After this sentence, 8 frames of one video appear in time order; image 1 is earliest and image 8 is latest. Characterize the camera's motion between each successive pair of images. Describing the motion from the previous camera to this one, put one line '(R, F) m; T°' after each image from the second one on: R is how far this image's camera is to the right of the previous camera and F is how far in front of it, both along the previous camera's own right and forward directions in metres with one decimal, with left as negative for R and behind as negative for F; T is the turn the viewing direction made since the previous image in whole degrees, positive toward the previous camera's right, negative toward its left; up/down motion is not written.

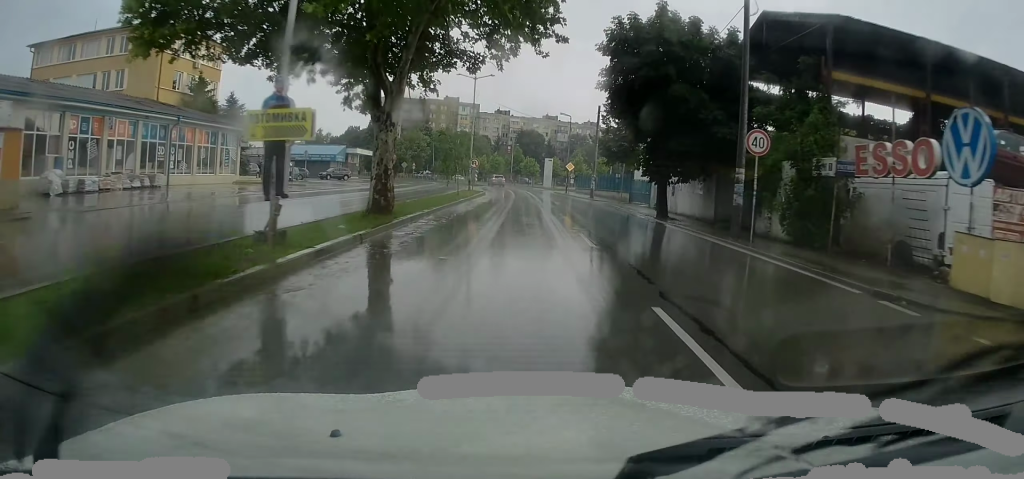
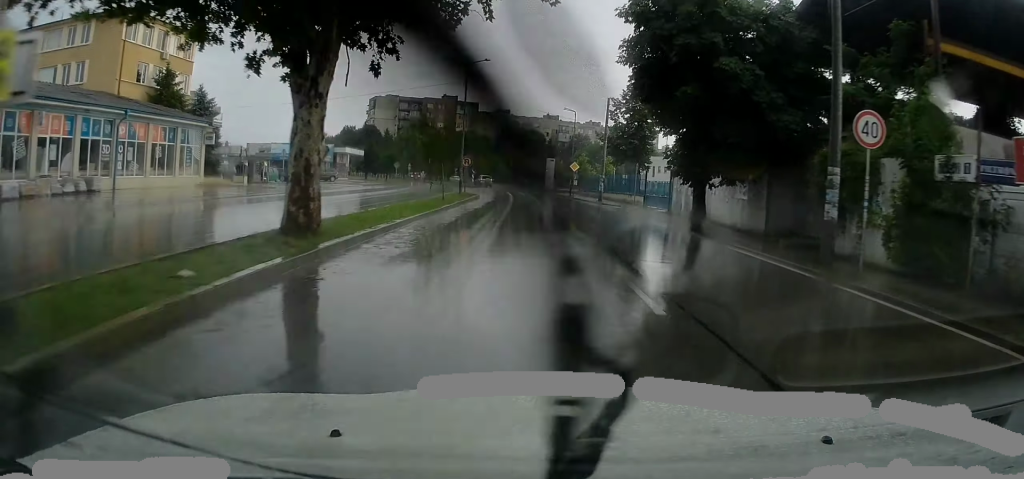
(0.0, +6.2) m; 0°
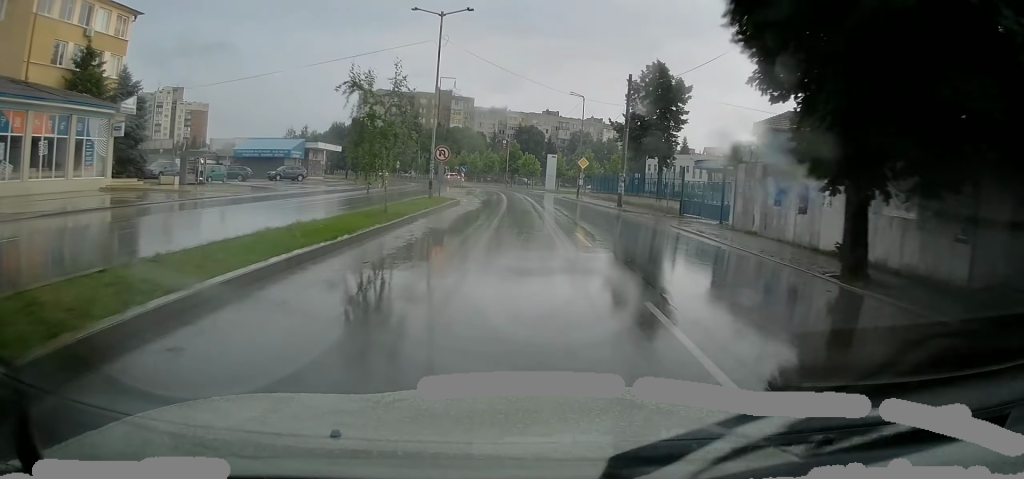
(-0.1, +11.2) m; 0°
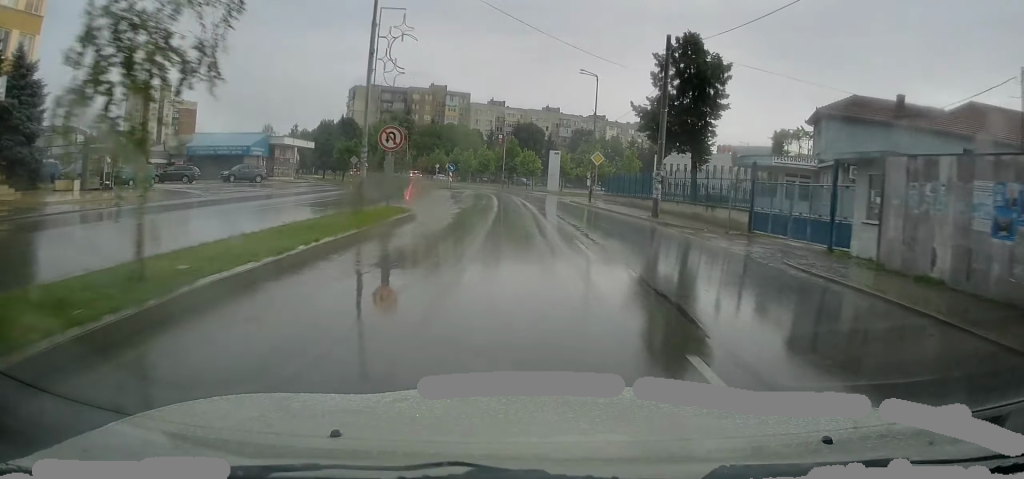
(0.0, +10.9) m; 0°
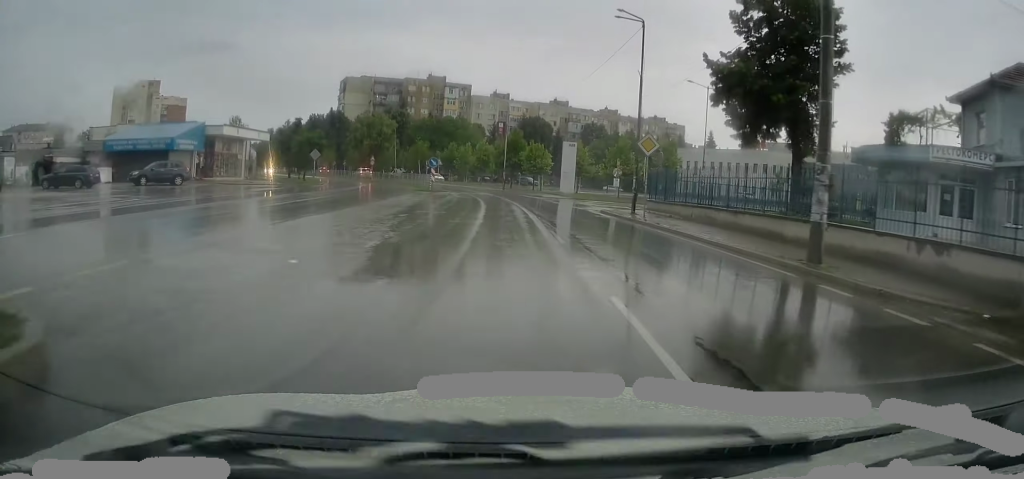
(+0.2, +15.2) m; +1°
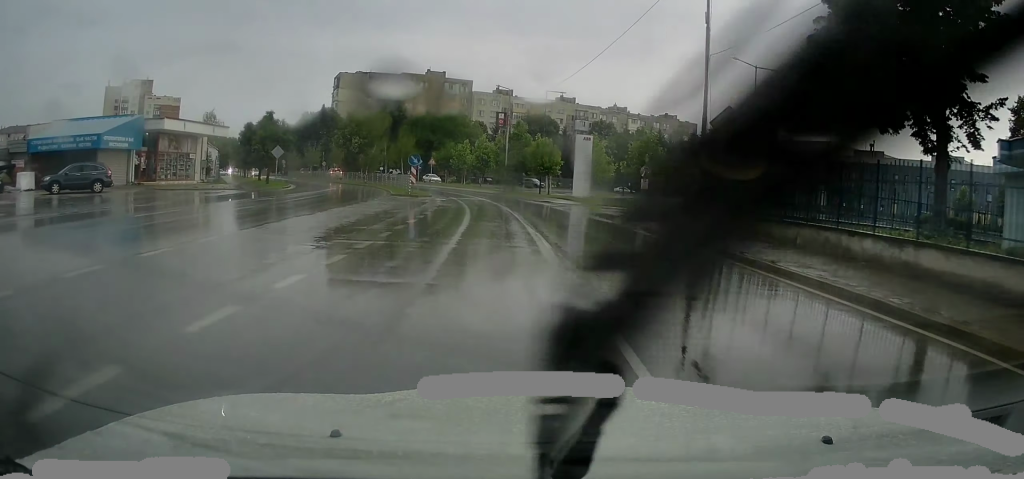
(0.0, +9.8) m; -1°
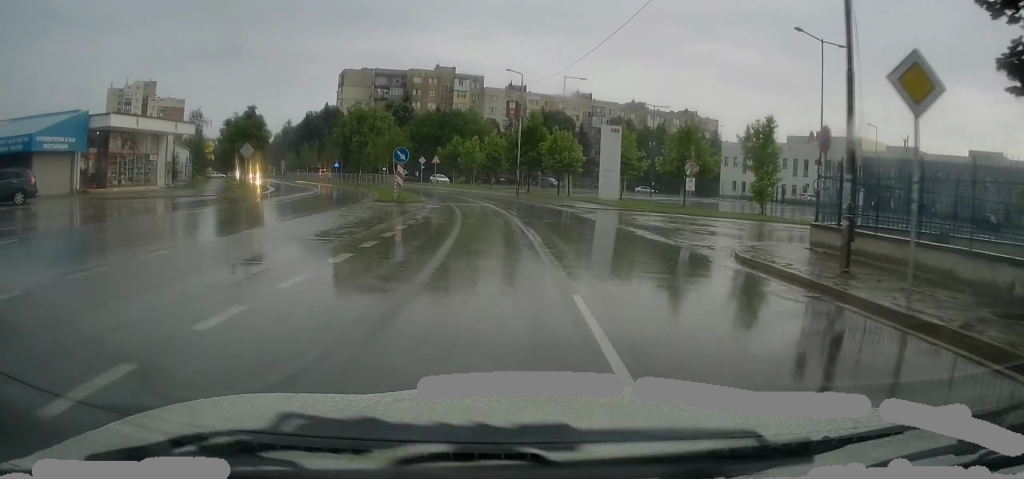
(+0.1, +7.7) m; -1°
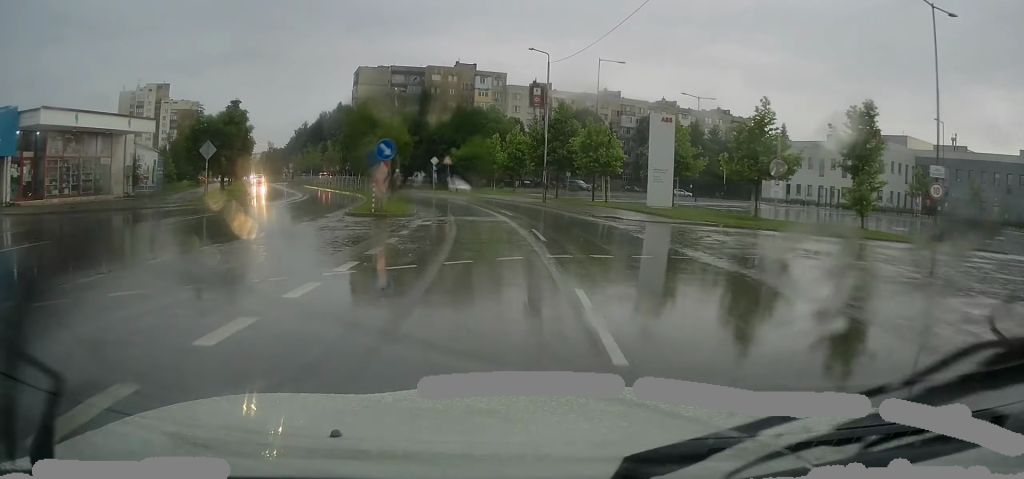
(-0.3, +8.3) m; -2°
